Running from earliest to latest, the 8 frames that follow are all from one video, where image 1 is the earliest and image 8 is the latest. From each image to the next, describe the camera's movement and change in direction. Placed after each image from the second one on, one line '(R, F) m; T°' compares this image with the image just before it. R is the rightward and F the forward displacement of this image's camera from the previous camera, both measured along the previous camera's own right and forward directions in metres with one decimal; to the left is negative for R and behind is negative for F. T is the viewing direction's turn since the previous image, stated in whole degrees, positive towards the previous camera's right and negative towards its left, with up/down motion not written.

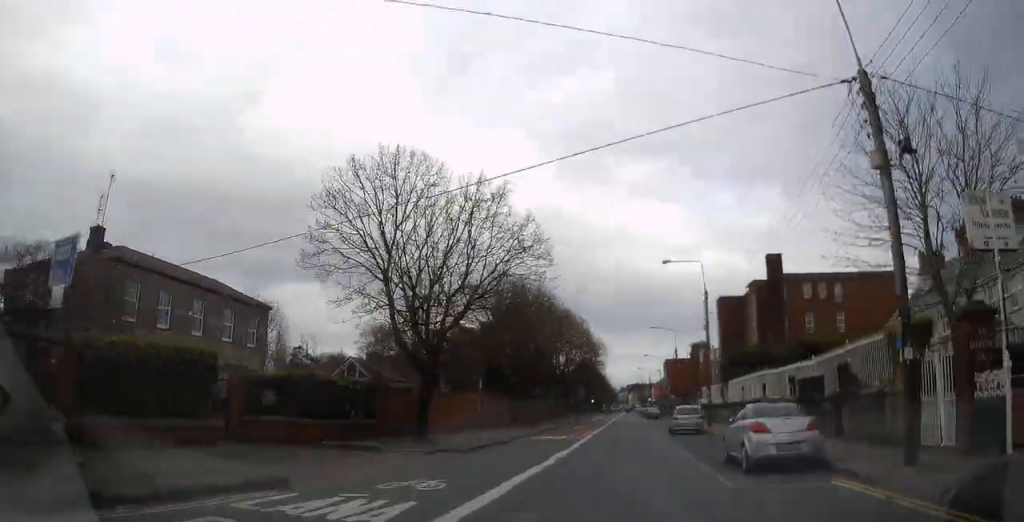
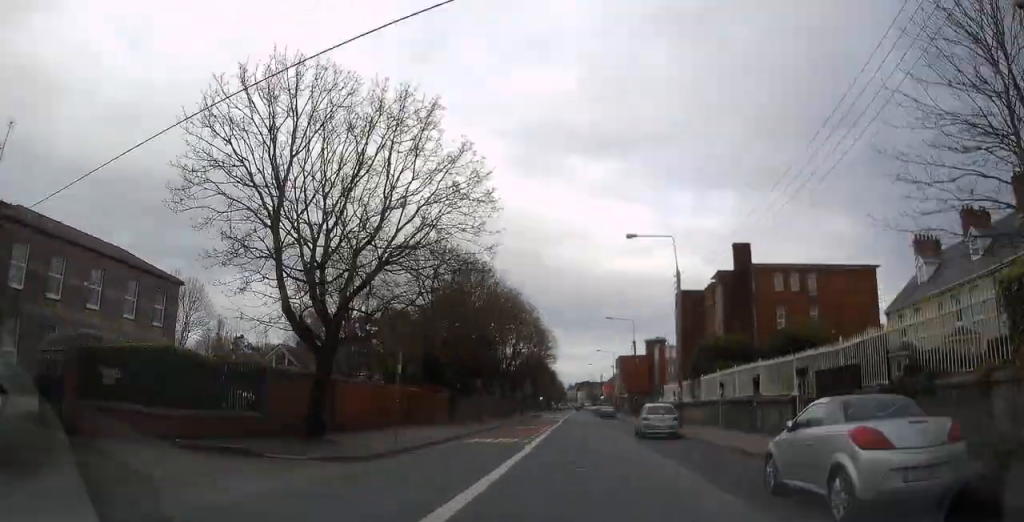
(+0.2, +5.9) m; +10°
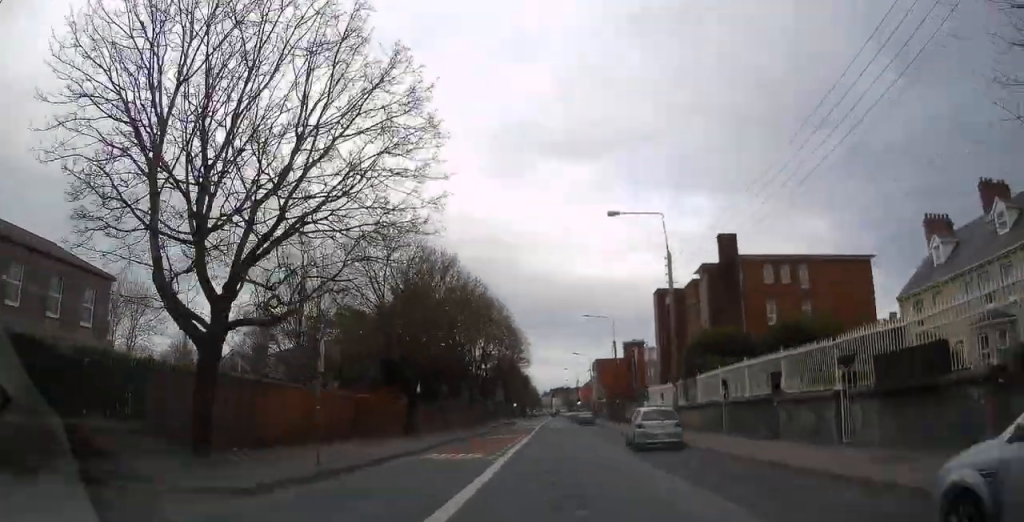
(+0.3, +4.7) m; +6°
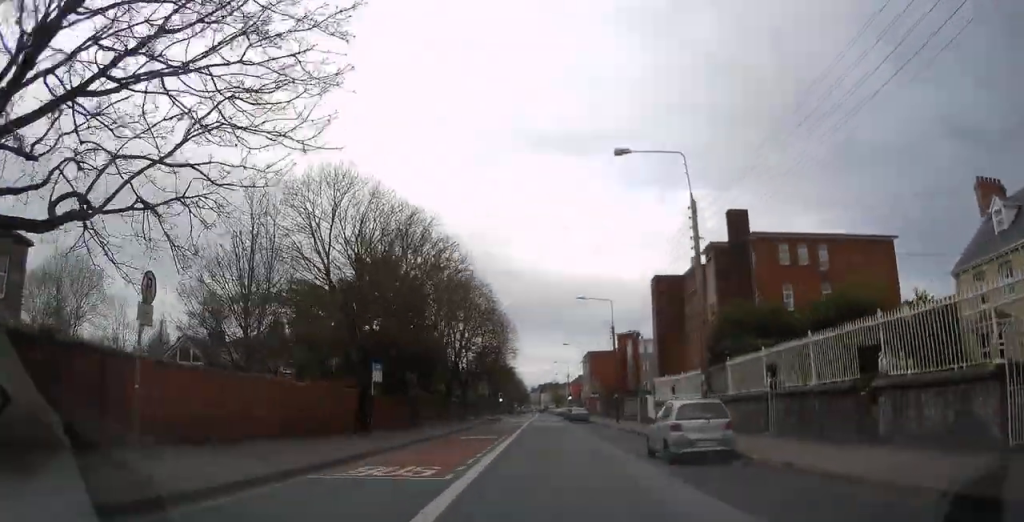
(+1.1, +6.8) m; +6°
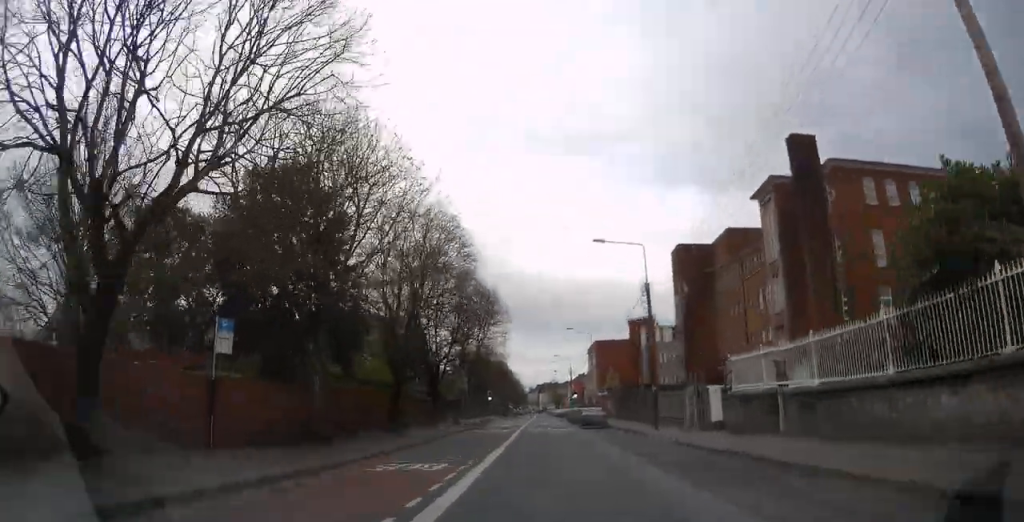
(+0.5, +16.3) m; +5°
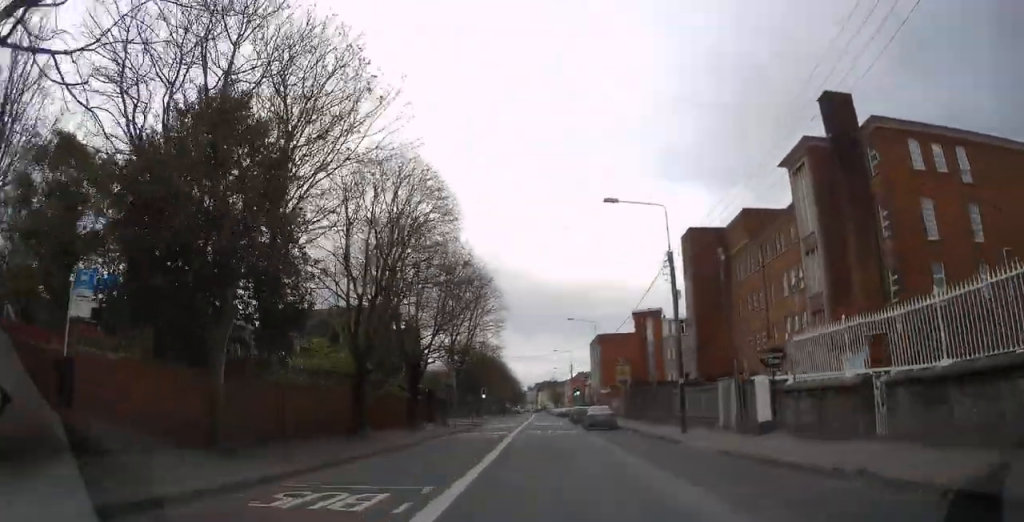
(+0.4, +6.1) m; +2°
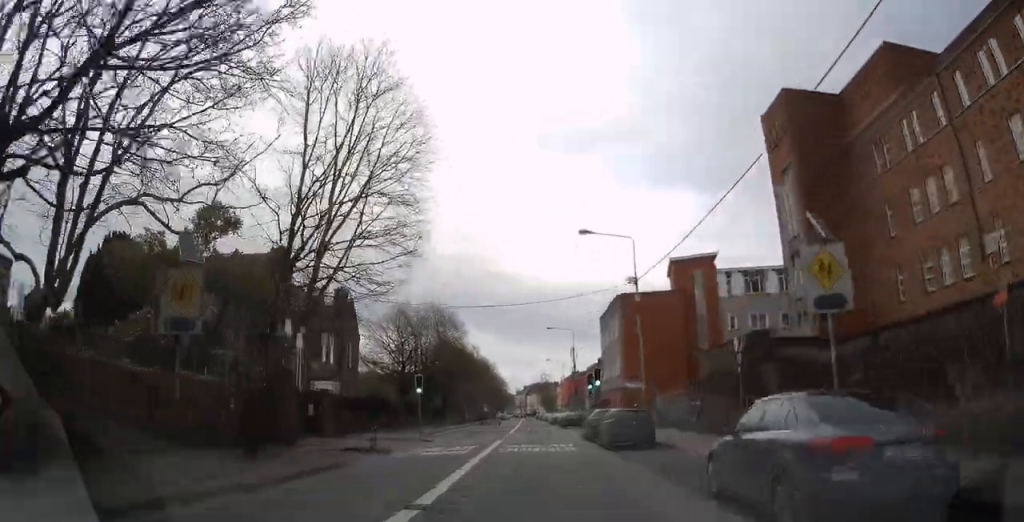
(0.0, +29.3) m; 0°
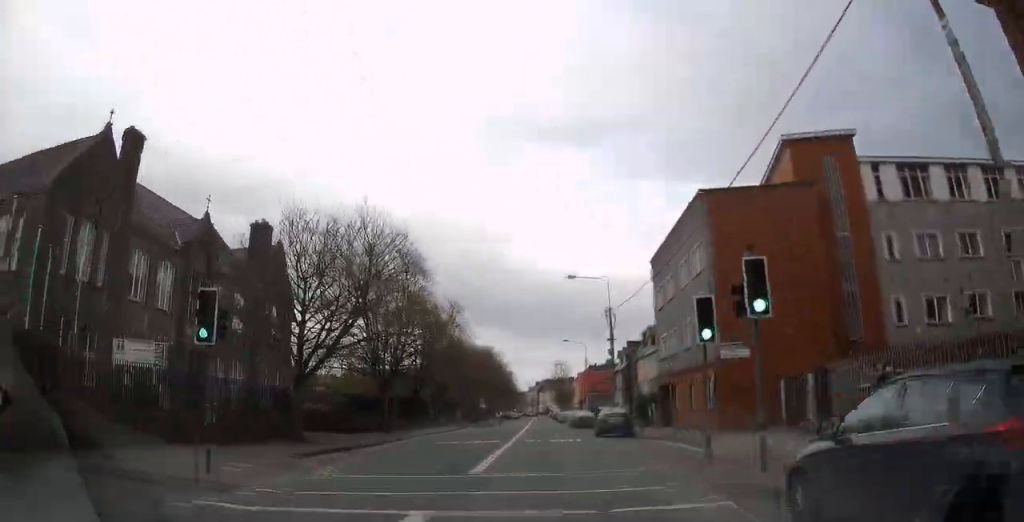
(+0.8, +22.9) m; 0°
